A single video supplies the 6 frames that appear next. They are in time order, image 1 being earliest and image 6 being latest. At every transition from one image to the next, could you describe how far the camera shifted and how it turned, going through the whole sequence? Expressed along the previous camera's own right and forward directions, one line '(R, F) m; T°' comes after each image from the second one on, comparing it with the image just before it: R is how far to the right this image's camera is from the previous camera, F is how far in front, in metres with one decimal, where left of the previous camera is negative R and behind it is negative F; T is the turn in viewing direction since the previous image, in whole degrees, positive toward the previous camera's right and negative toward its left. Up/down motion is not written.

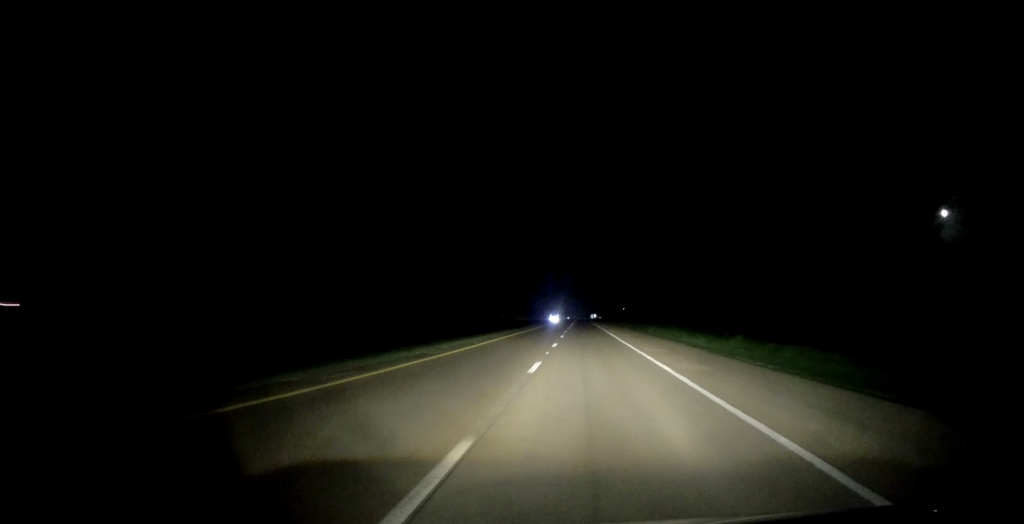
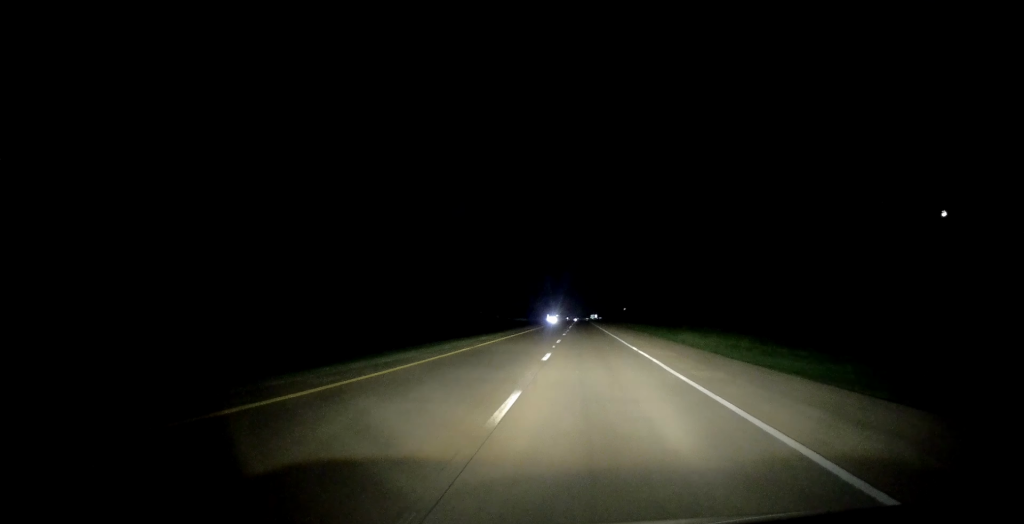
(+0.1, +19.3) m; 0°
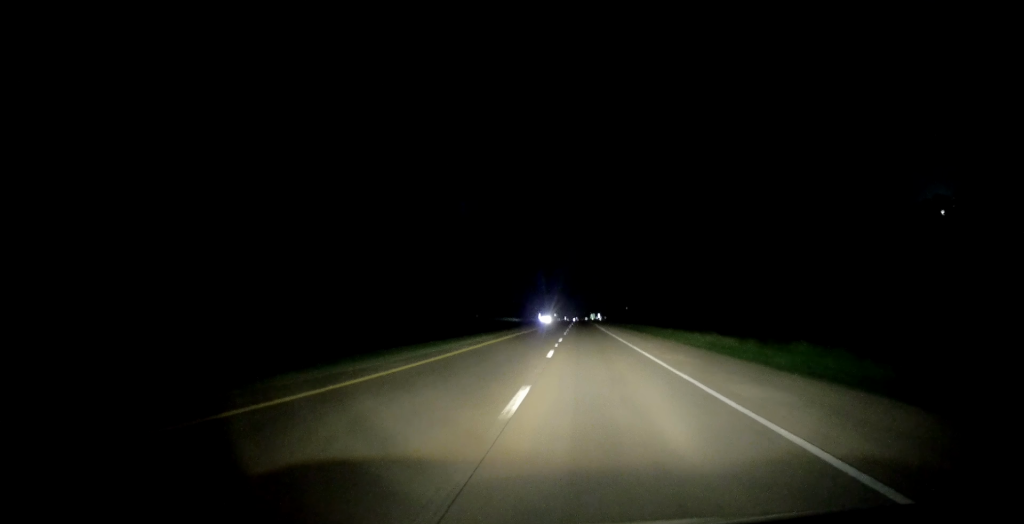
(-0.1, +47.7) m; 0°
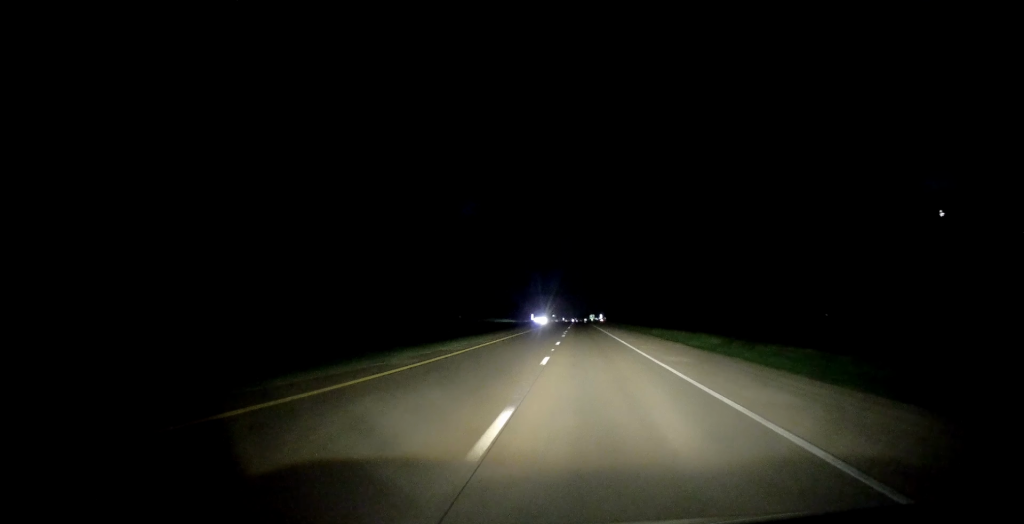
(+0.2, +27.4) m; 0°
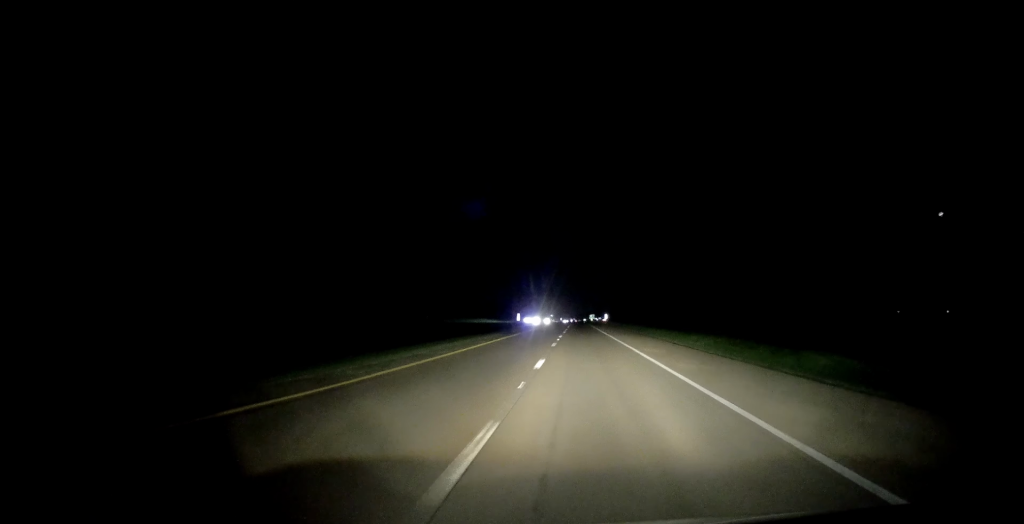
(+0.1, +37.7) m; 0°
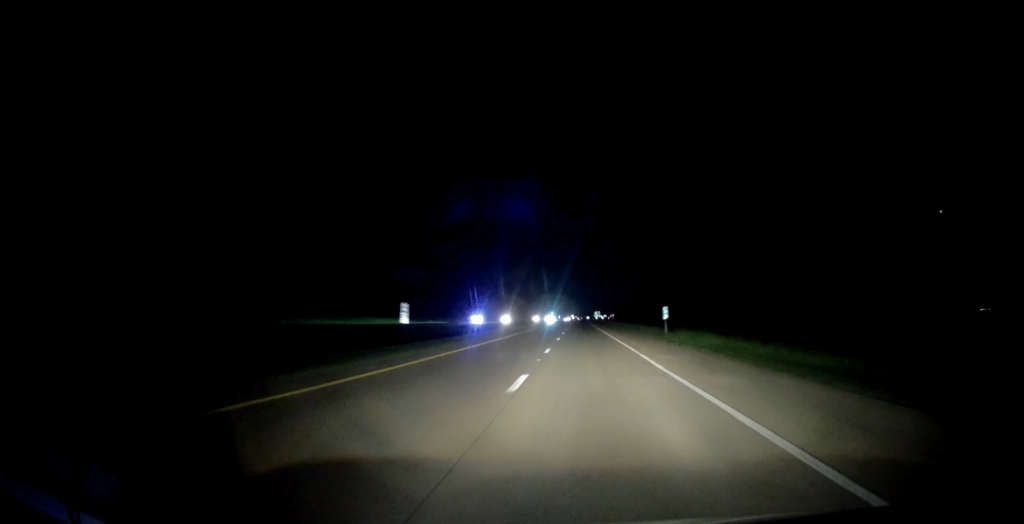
(-0.7, +91.1) m; 0°
